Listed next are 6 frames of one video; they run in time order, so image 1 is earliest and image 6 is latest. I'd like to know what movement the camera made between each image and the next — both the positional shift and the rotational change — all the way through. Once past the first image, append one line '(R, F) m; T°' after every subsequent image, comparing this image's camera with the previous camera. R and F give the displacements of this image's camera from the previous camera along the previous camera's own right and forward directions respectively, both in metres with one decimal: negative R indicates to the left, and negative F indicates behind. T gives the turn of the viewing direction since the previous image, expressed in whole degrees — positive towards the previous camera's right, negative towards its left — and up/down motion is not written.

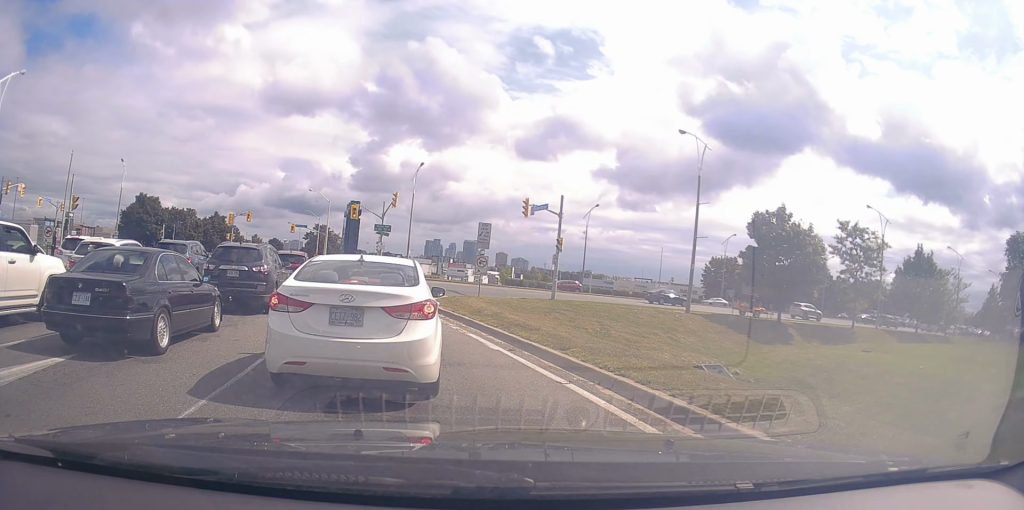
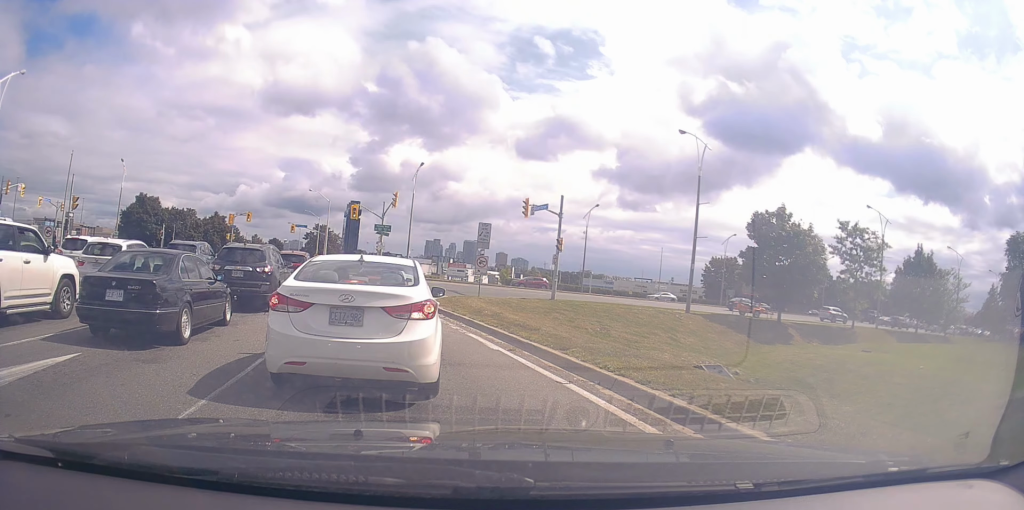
(0.0, 0.0) m; 0°
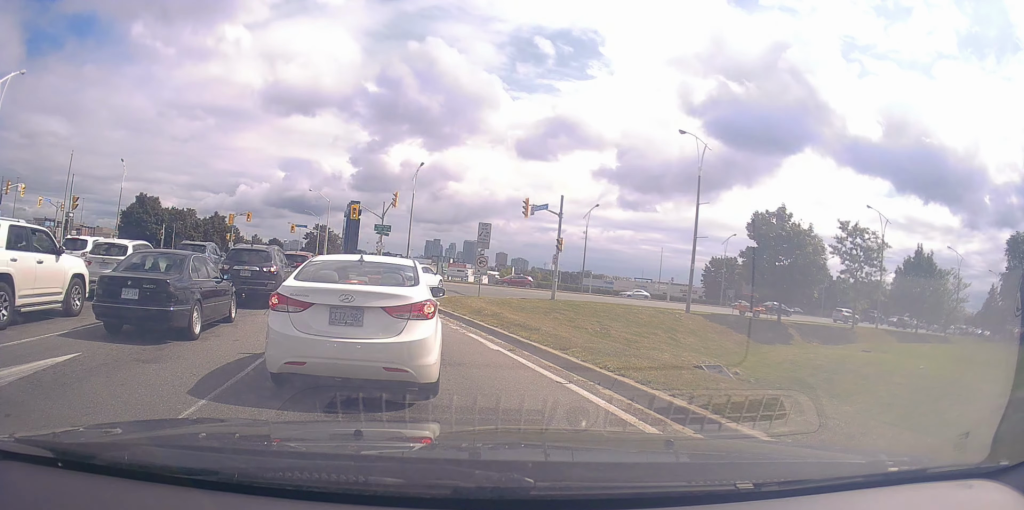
(0.0, 0.0) m; 0°
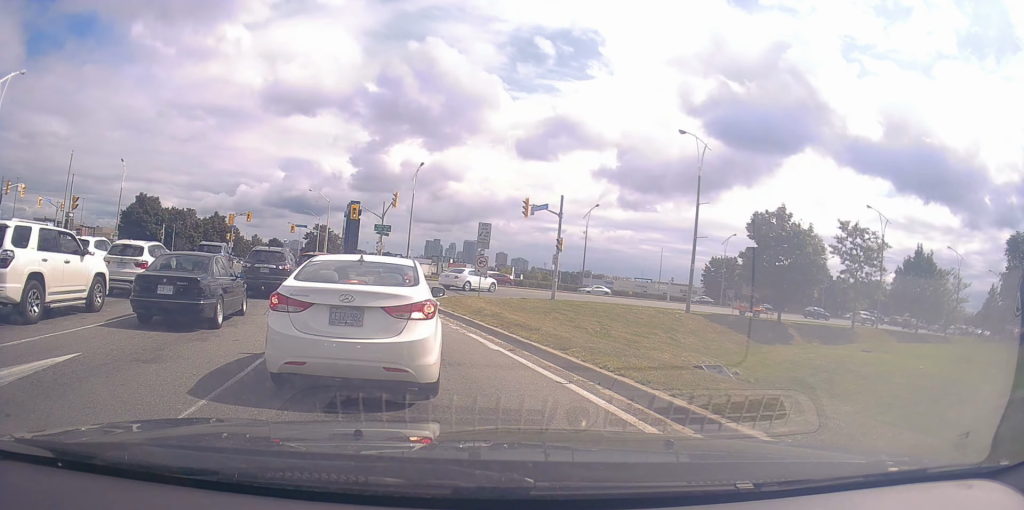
(0.0, 0.0) m; 0°
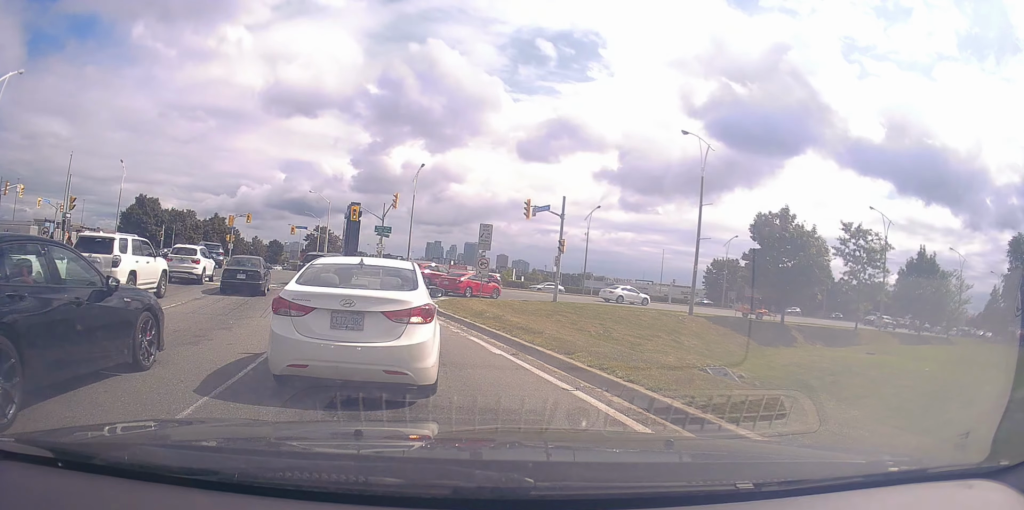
(+0.1, +0.3) m; 0°
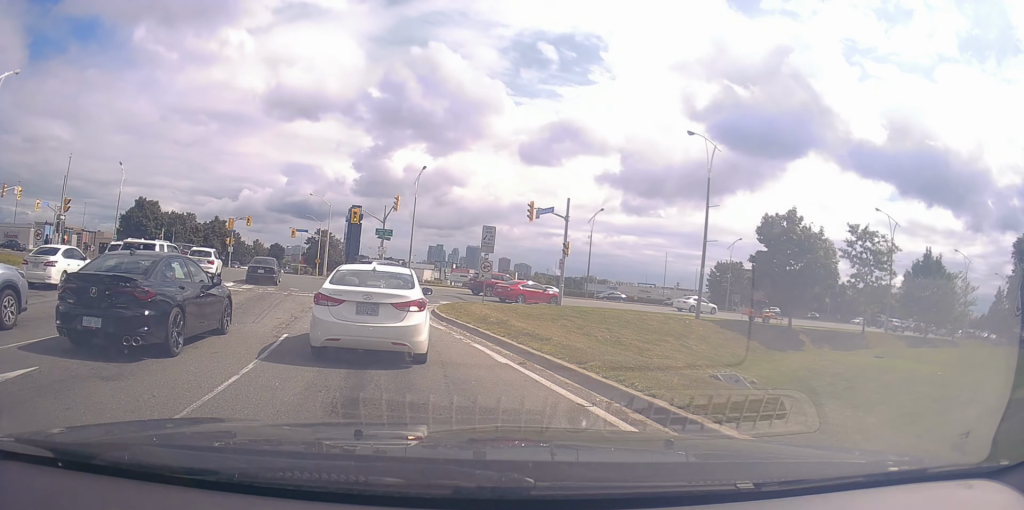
(+0.1, +0.3) m; 0°
